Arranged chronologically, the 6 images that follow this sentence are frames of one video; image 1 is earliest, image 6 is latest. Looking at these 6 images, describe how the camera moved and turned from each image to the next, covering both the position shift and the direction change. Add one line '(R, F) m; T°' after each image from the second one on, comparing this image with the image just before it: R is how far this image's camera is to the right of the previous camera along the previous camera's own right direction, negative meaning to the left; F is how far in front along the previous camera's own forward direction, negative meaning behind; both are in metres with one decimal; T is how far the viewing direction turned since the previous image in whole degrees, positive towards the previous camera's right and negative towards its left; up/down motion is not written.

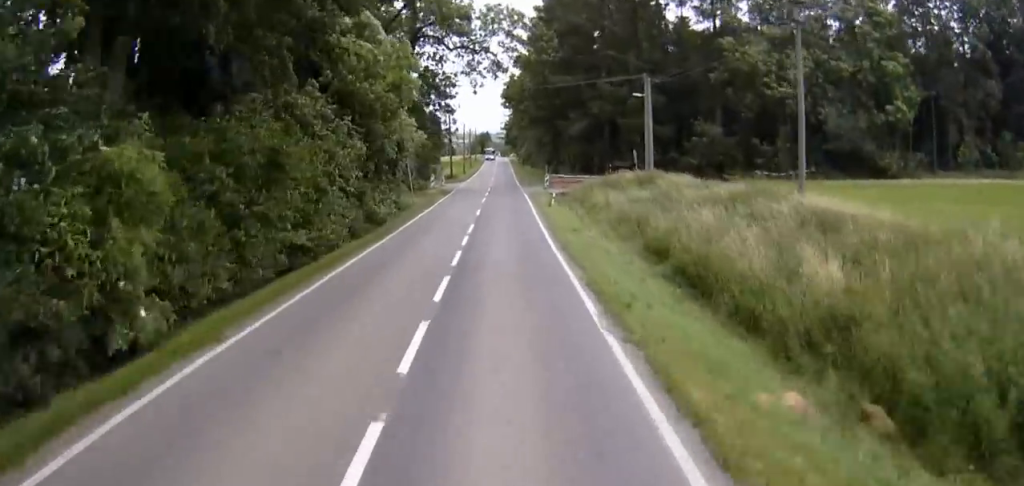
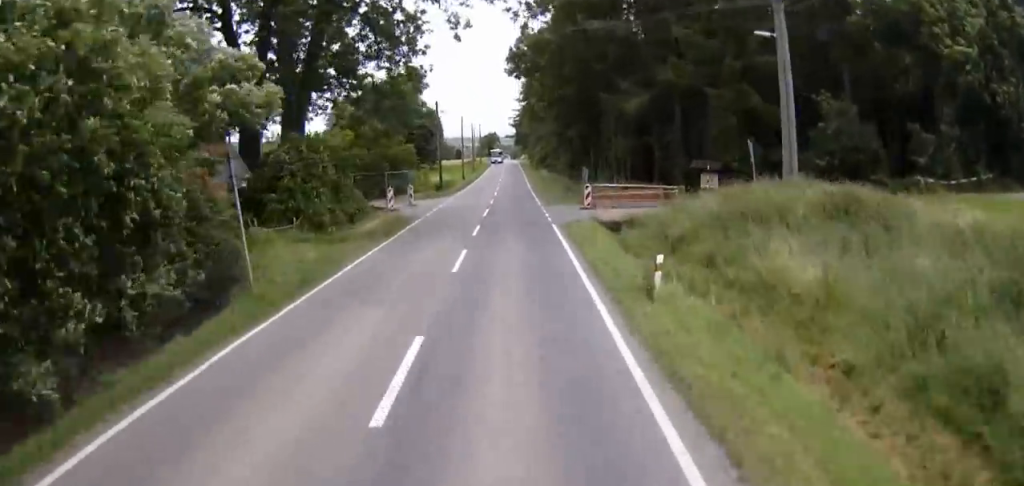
(0.0, +27.2) m; 0°
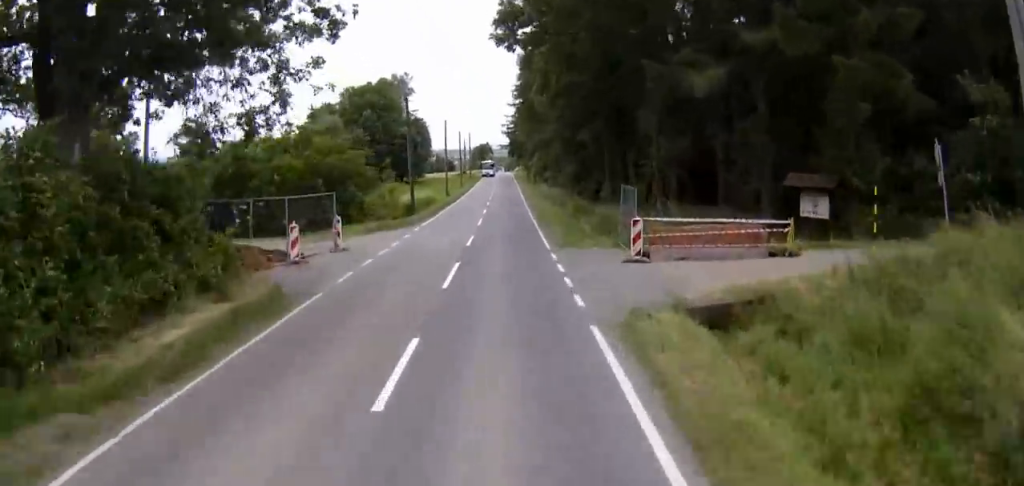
(0.0, +16.2) m; 0°
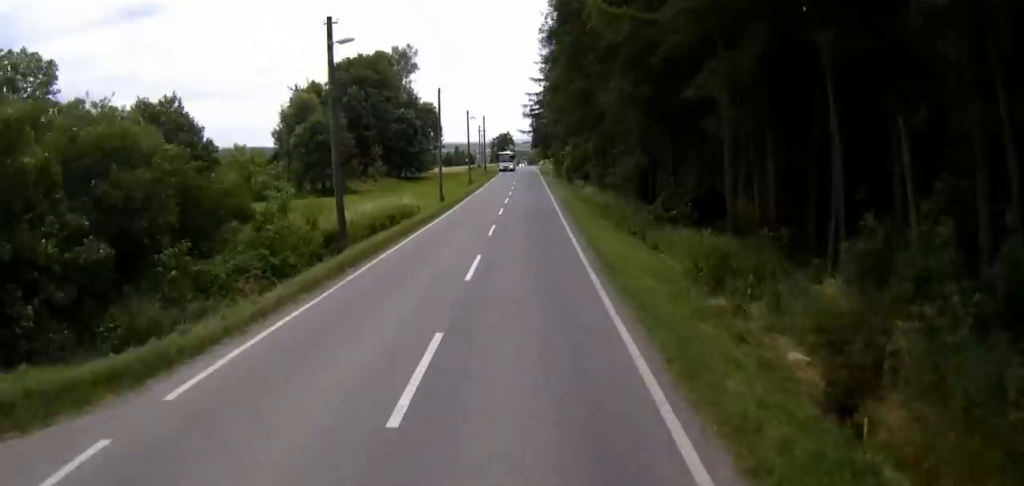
(0.0, +28.5) m; -1°
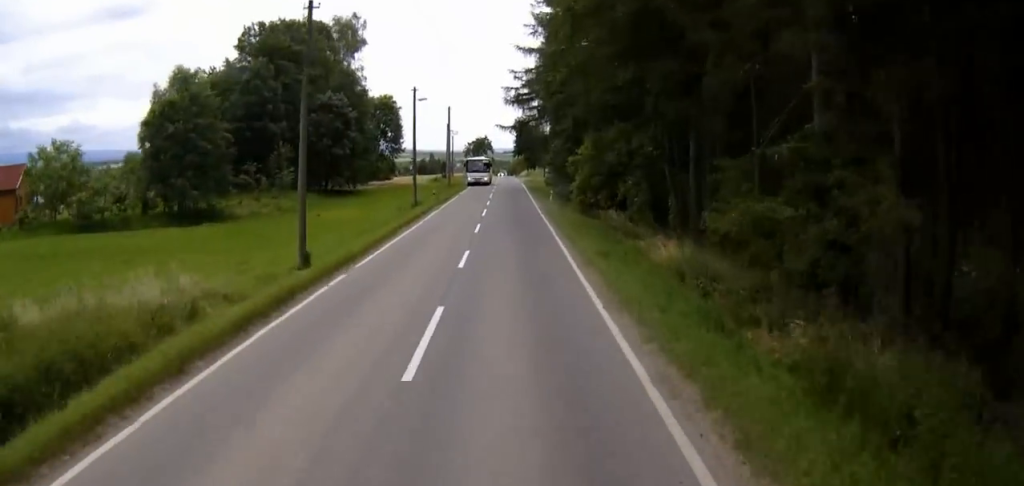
(-0.5, +34.3) m; 0°
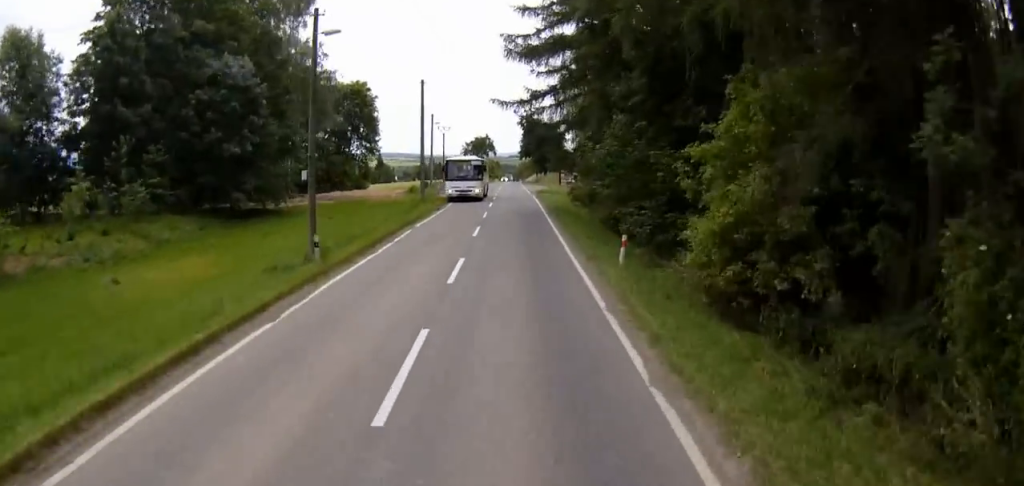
(+0.2, +28.9) m; +1°
